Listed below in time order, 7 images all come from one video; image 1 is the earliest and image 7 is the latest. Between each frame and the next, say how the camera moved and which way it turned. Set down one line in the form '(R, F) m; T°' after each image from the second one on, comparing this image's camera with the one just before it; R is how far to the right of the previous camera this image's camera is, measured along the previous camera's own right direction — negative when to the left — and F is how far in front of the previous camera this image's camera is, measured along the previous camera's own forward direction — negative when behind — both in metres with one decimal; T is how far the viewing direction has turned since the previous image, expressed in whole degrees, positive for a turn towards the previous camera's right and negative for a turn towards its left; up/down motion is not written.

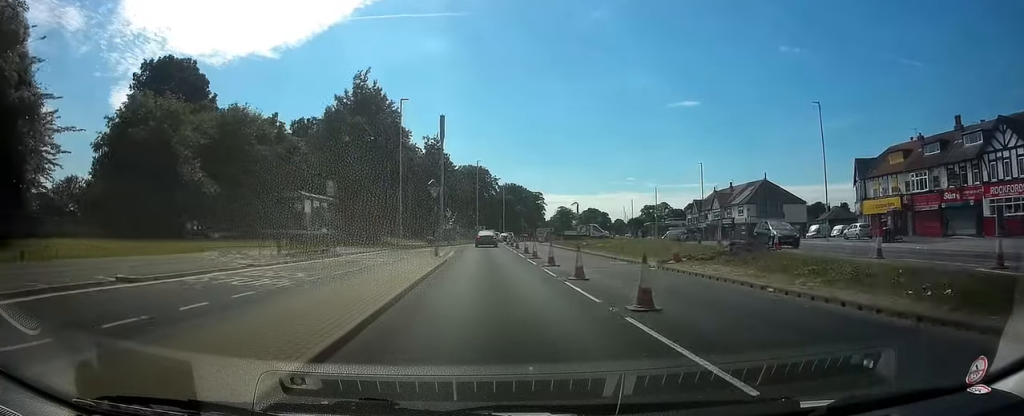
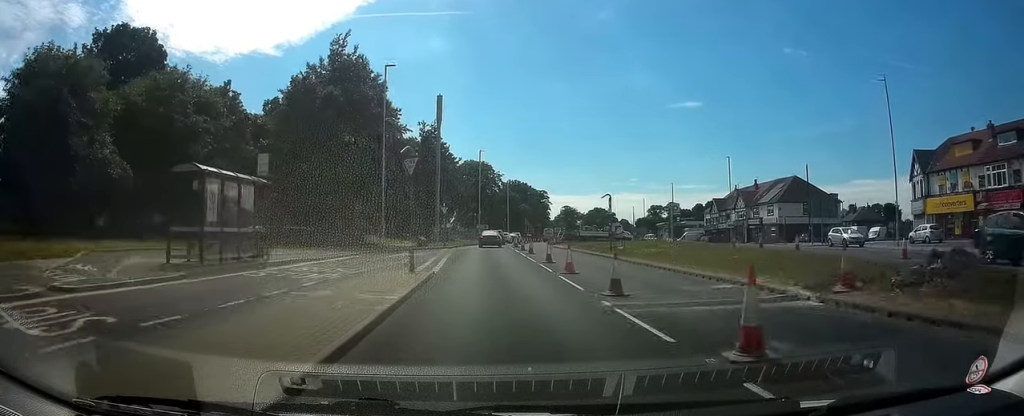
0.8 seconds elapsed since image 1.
(+0.1, +9.7) m; +1°
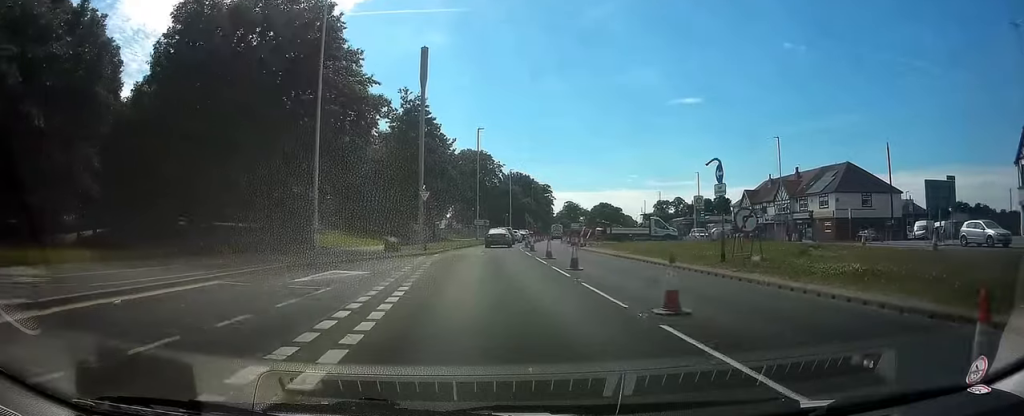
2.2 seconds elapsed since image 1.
(+0.1, +15.9) m; 0°
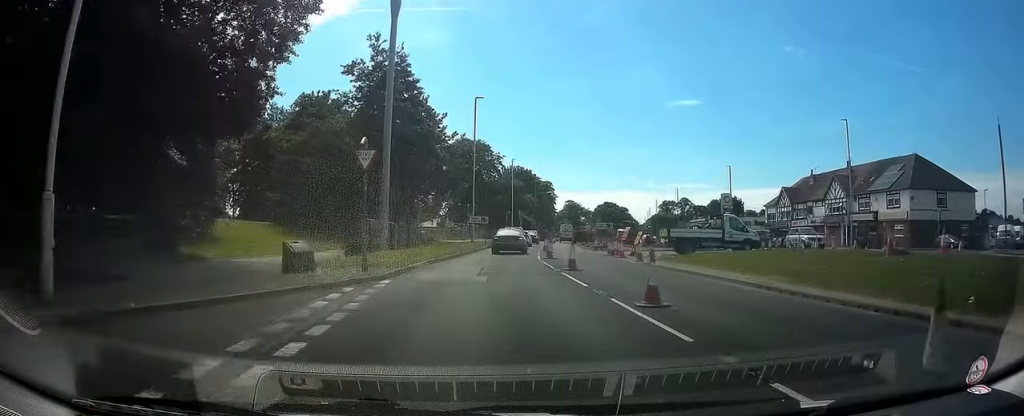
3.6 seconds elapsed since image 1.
(+0.1, +17.4) m; +1°
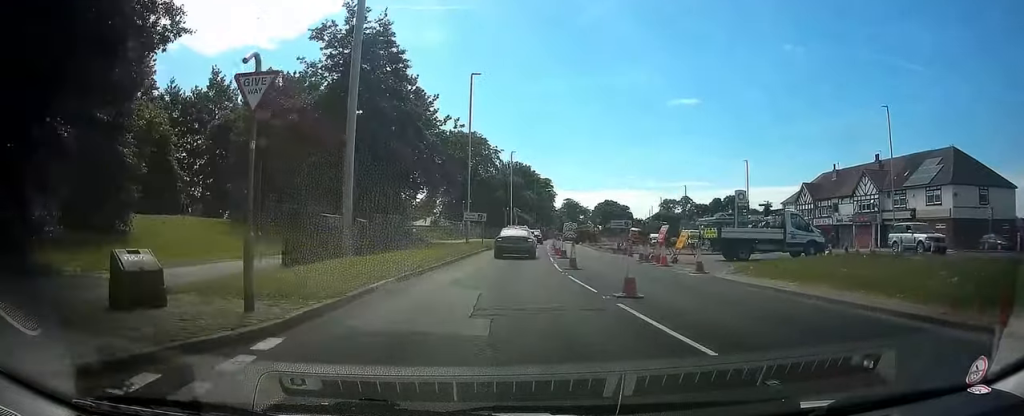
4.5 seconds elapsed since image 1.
(+0.1, +9.0) m; +1°
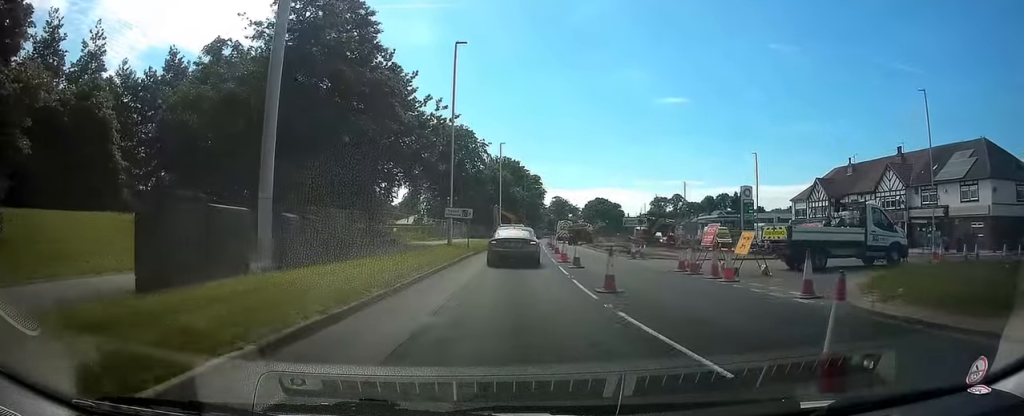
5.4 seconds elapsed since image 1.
(0.0, +9.2) m; -1°
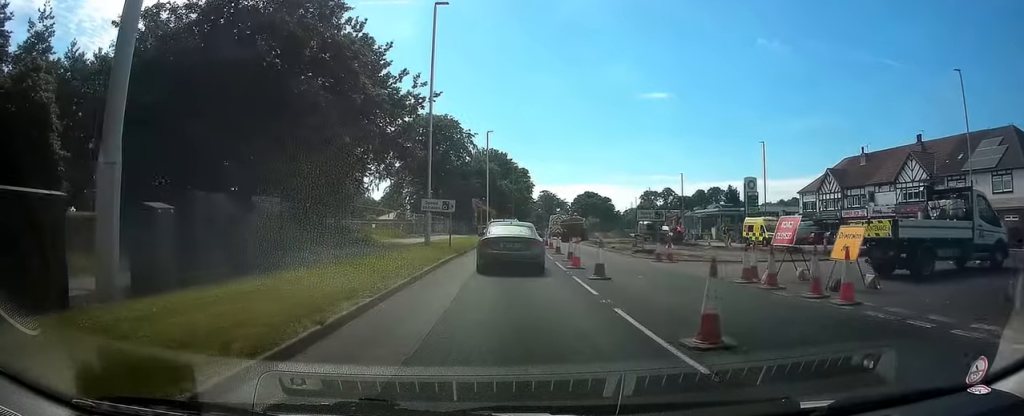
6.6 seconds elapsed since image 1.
(-0.2, +9.2) m; -2°
